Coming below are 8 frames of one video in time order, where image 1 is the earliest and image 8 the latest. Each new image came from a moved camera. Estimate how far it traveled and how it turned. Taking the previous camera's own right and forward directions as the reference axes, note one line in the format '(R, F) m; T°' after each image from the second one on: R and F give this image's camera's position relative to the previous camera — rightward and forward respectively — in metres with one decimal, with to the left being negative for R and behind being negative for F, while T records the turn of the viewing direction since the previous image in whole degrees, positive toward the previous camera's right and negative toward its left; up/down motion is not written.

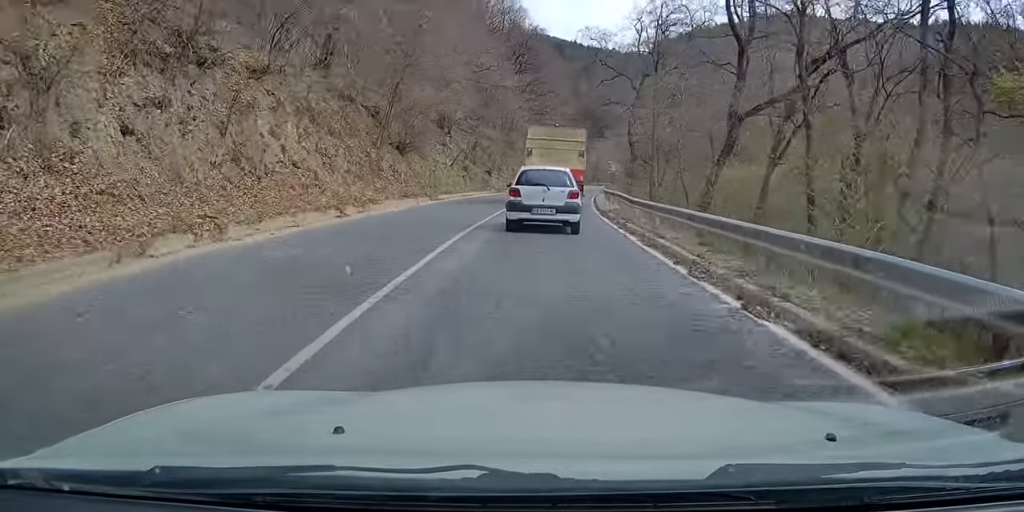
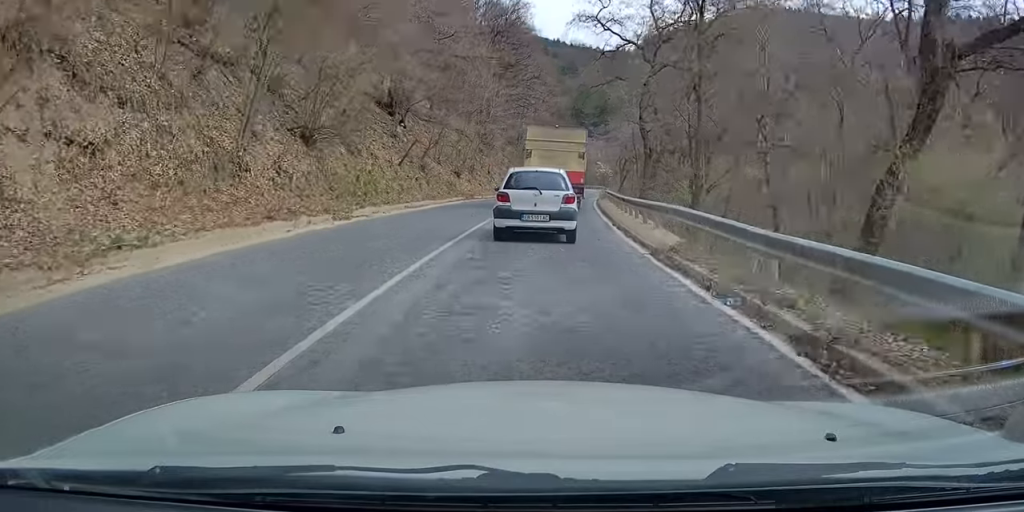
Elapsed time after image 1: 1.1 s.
(+0.3, +12.6) m; -1°
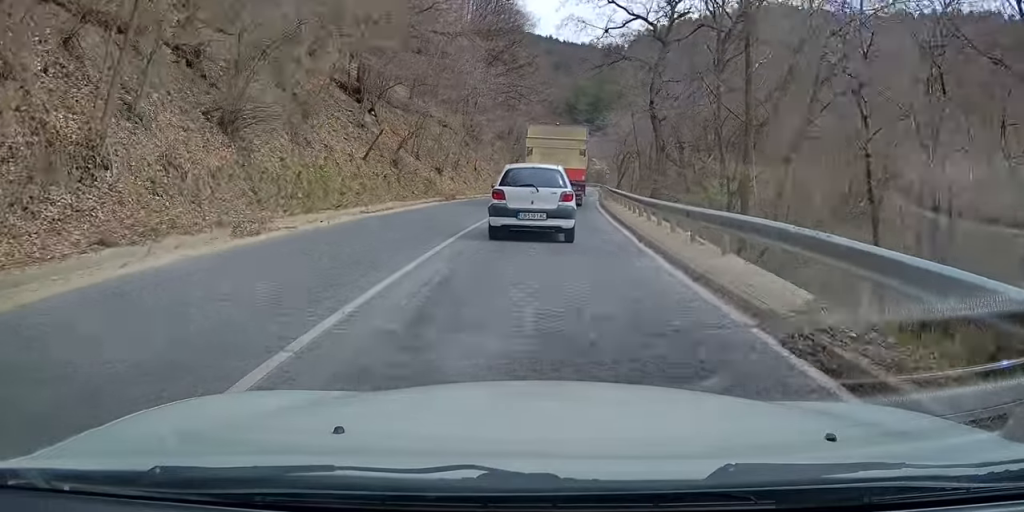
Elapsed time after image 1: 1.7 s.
(-0.1, +5.9) m; -2°
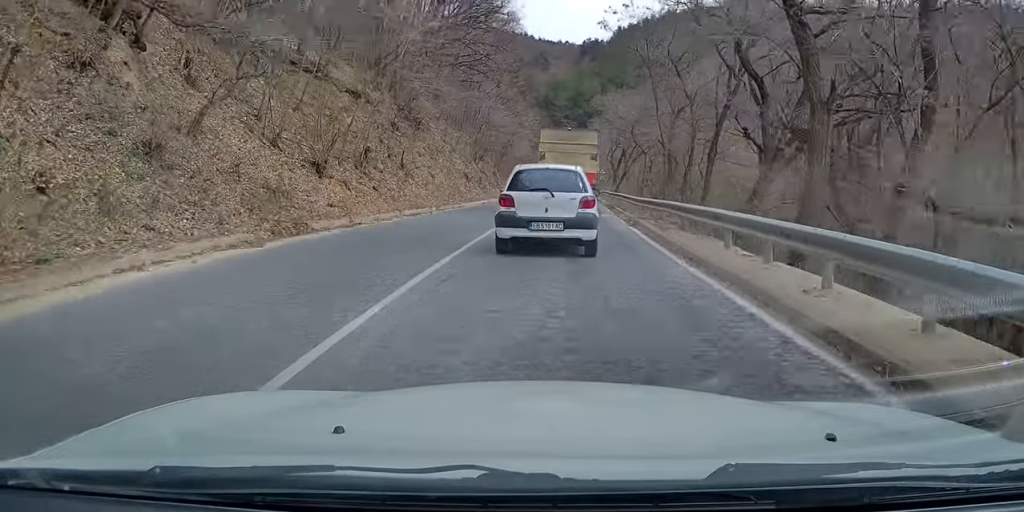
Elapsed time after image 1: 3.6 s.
(0.0, +21.1) m; +2°
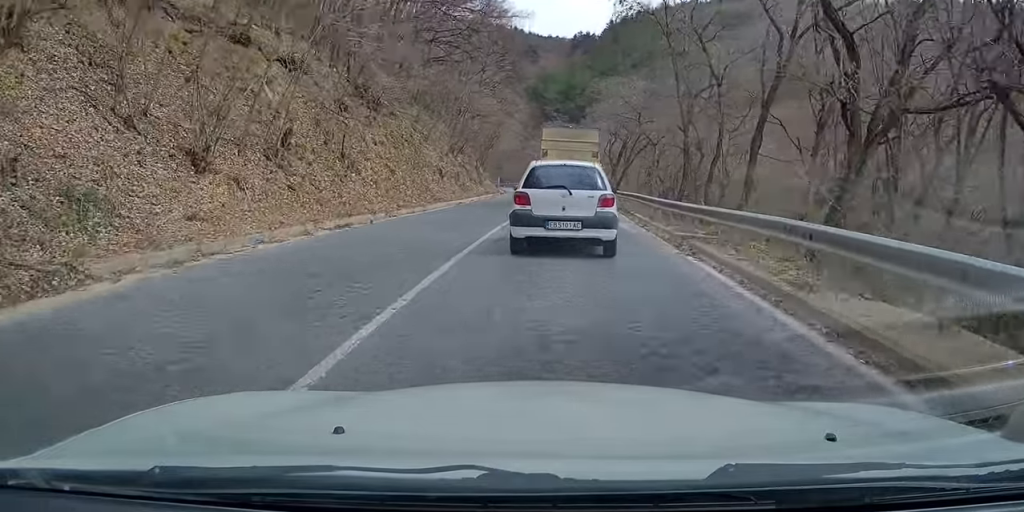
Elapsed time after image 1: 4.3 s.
(+0.1, +8.2) m; +1°
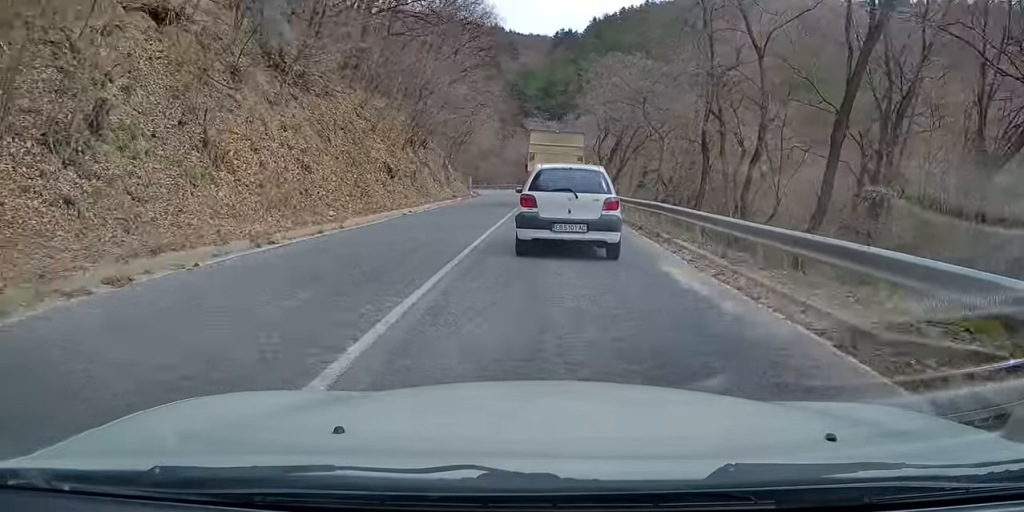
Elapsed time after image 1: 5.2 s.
(+0.1, +9.1) m; +1°
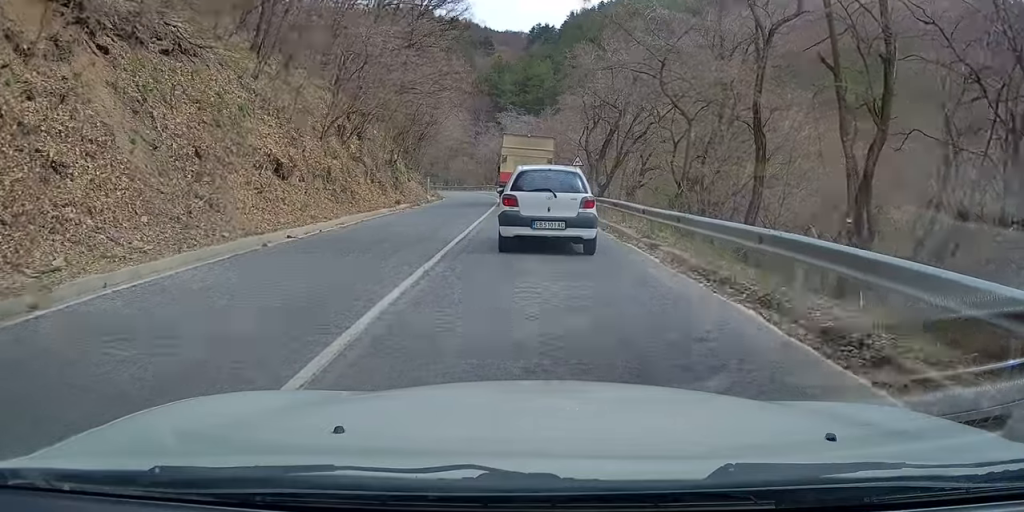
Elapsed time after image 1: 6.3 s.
(+0.1, +11.2) m; 0°
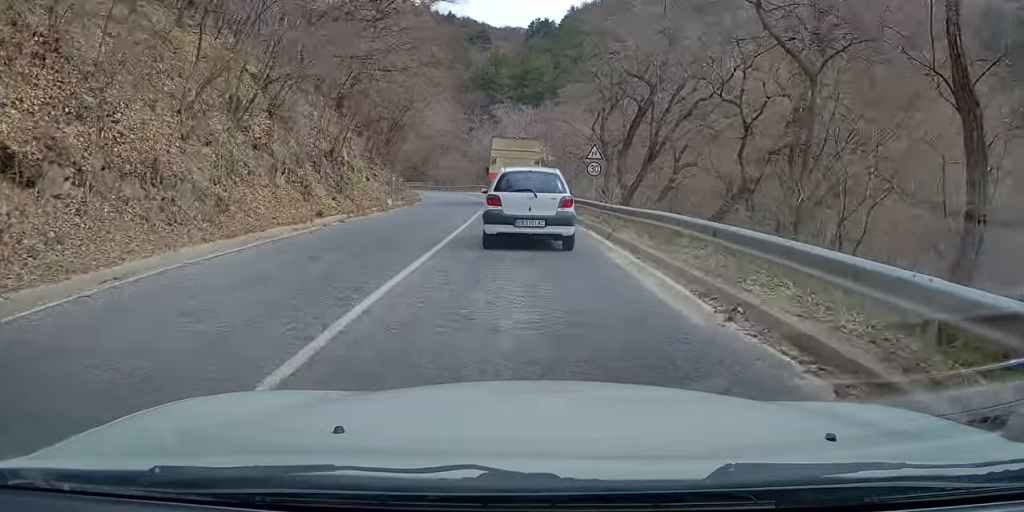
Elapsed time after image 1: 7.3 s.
(-0.2, +11.6) m; -1°
